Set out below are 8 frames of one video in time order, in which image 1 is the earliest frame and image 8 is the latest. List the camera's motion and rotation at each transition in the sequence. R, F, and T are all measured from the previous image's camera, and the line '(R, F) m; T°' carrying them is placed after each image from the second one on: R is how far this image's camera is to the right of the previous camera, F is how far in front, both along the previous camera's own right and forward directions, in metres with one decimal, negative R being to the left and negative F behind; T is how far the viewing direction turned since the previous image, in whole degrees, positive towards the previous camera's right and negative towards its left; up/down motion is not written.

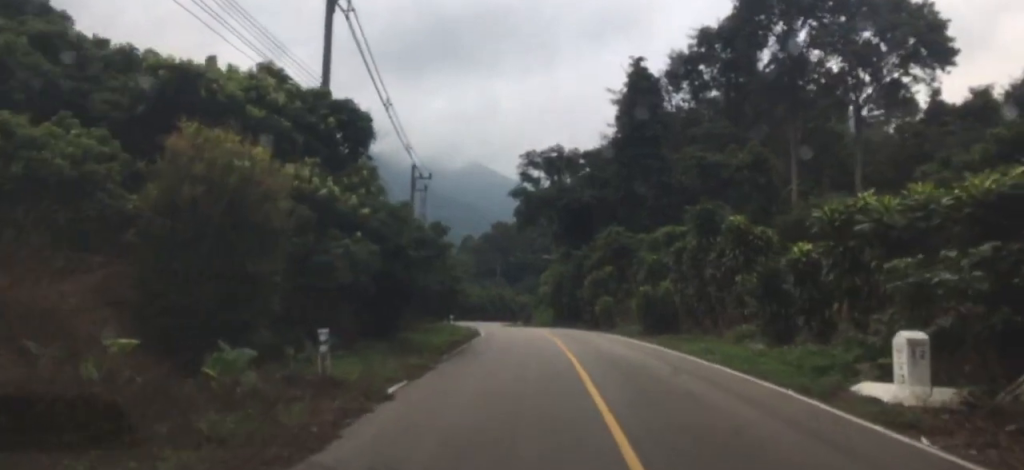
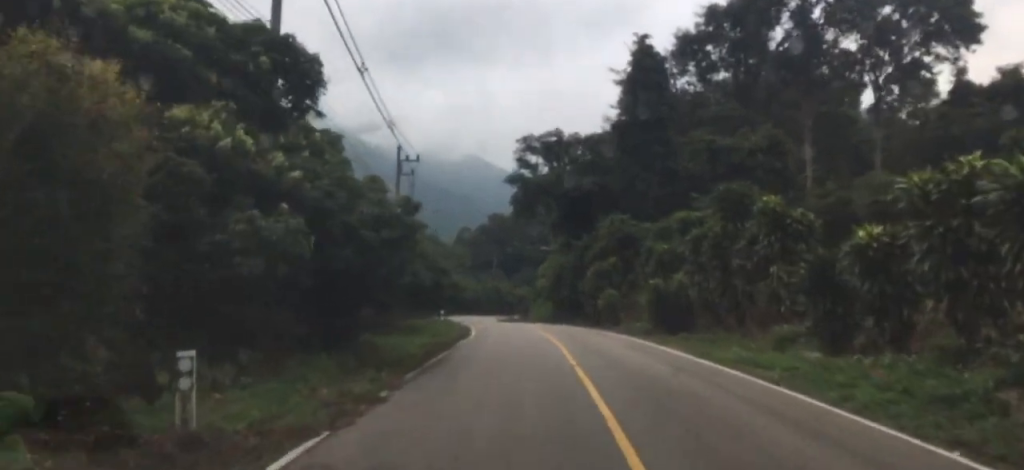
(+0.1, +4.8) m; +1°
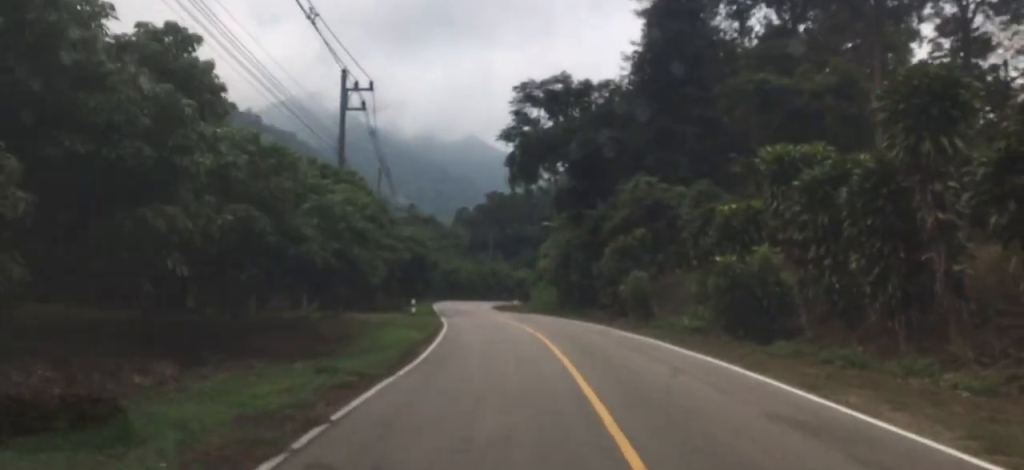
(-0.1, +14.3) m; -1°
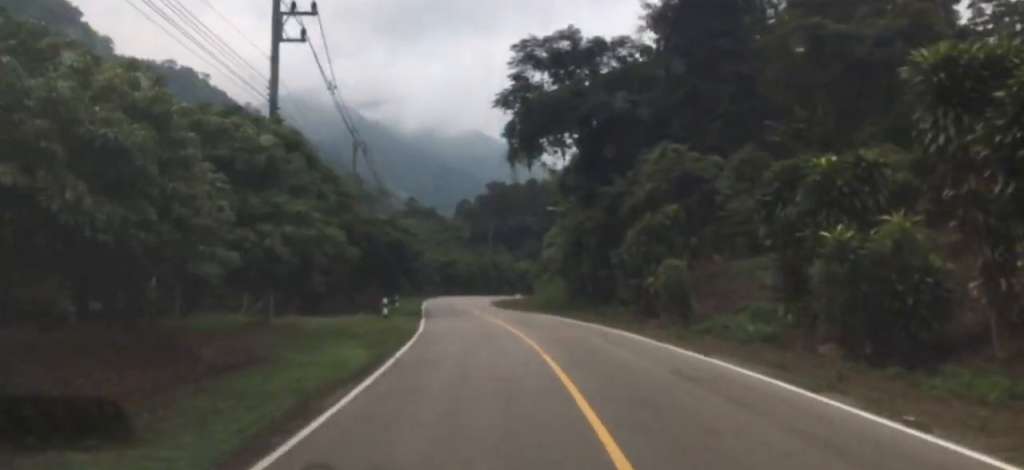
(+0.1, +9.1) m; -2°
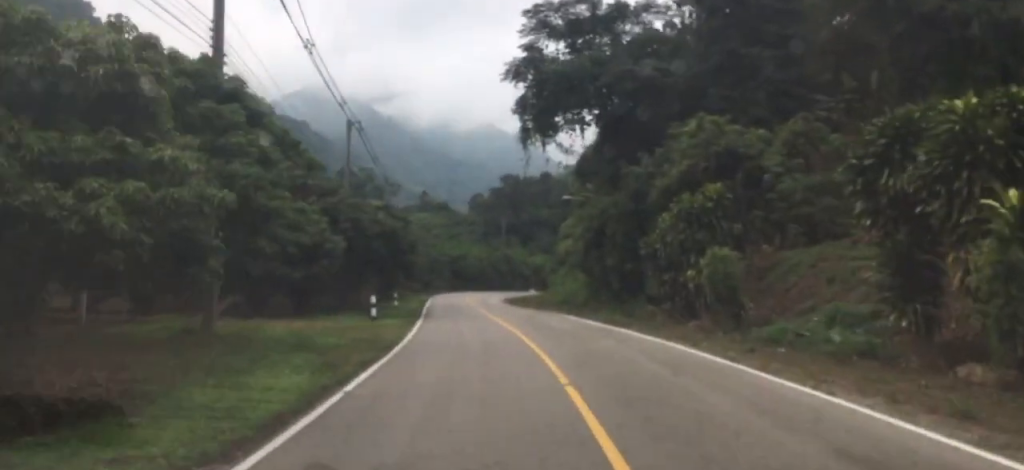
(-0.2, +5.3) m; -2°
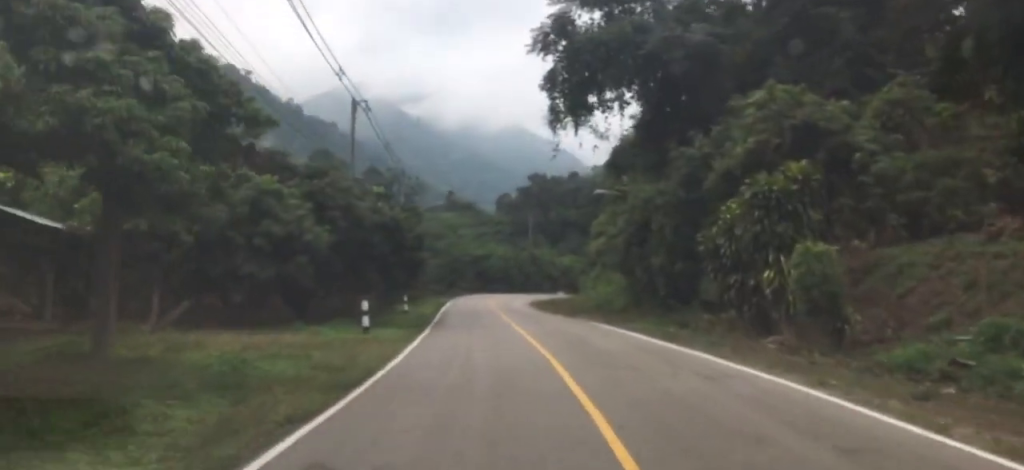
(-0.1, +5.7) m; -2°
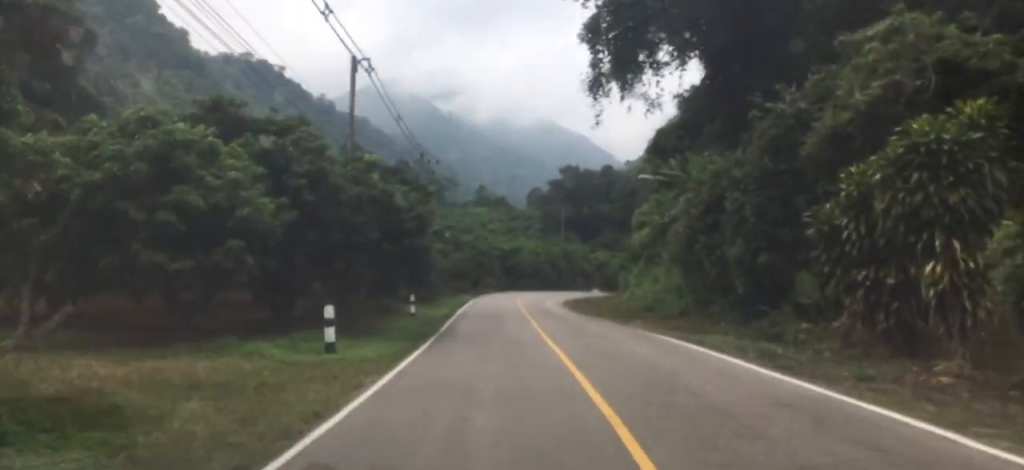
(-0.1, +6.8) m; -2°
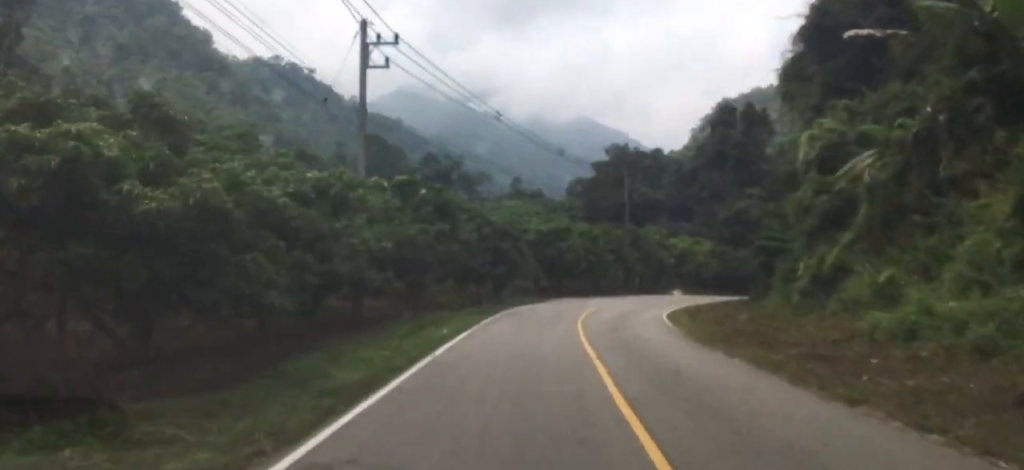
(-1.9, +29.7) m; -3°
